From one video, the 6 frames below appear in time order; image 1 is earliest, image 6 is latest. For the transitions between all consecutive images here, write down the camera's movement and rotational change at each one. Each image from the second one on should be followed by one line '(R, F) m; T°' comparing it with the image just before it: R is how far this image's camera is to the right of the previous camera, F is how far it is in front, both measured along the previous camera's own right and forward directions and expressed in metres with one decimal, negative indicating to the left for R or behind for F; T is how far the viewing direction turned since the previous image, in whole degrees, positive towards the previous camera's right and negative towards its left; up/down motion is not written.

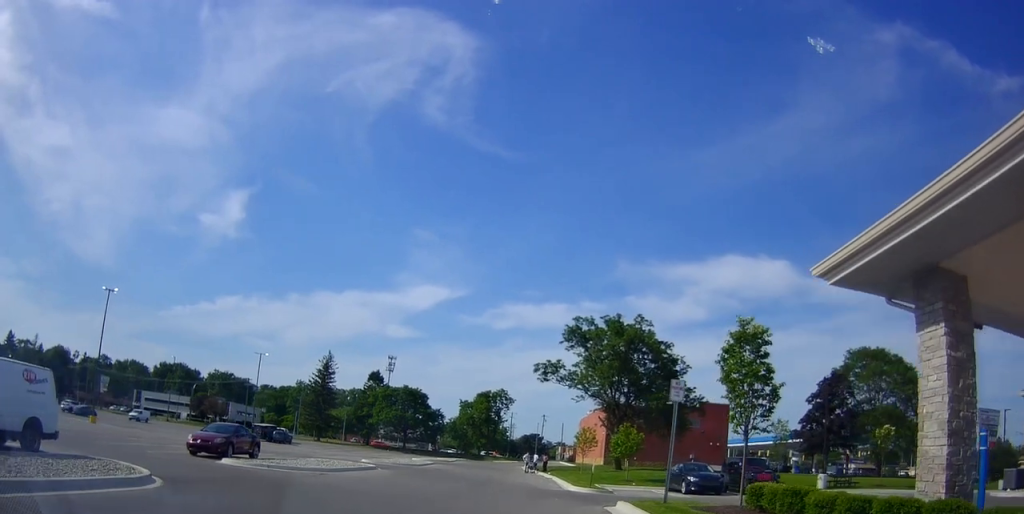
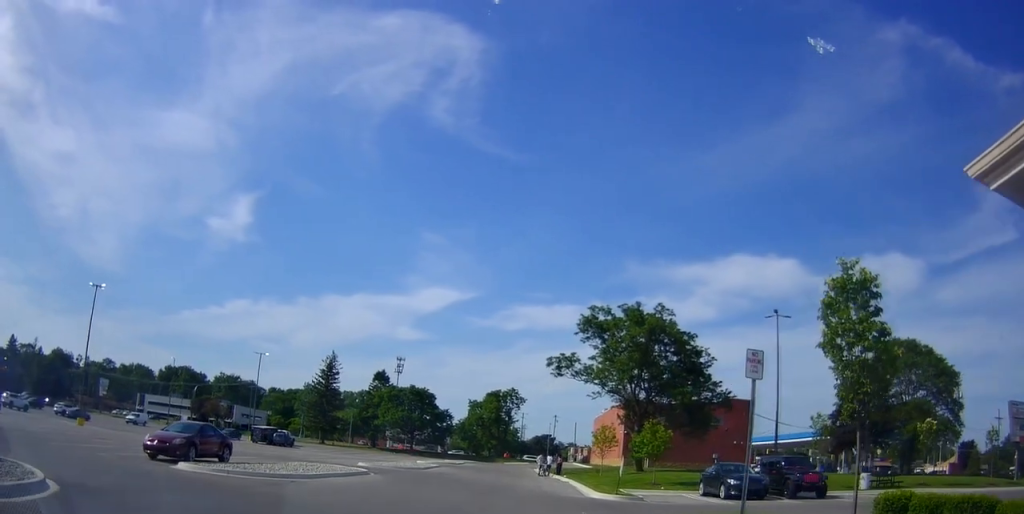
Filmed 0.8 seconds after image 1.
(+0.1, +3.3) m; -8°
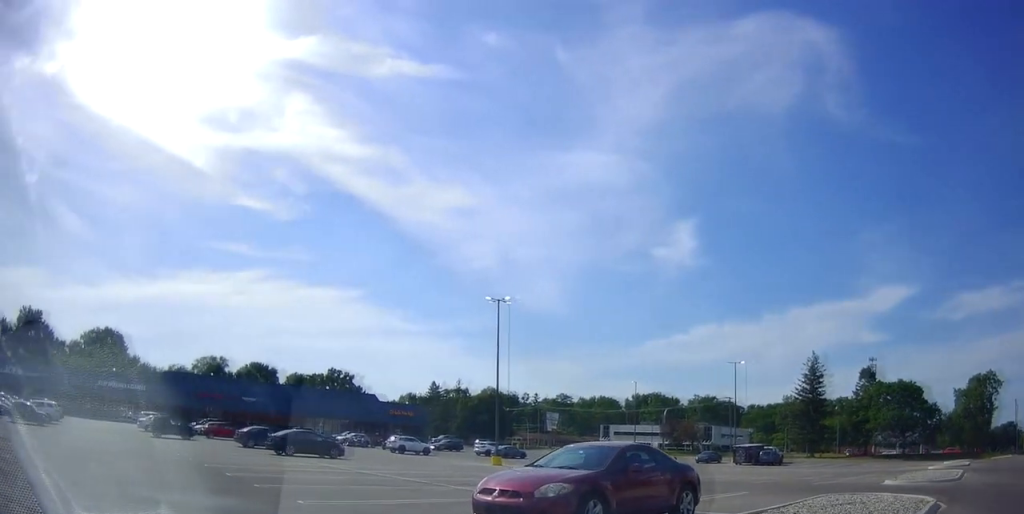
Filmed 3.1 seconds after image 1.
(-3.3, +10.6) m; -41°
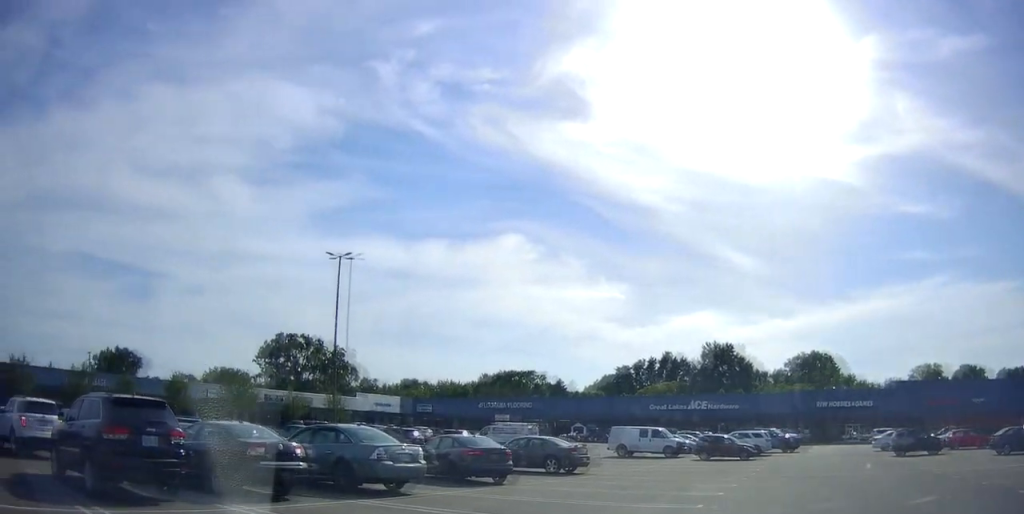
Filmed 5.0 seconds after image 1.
(-4.8, +7.0) m; -79°
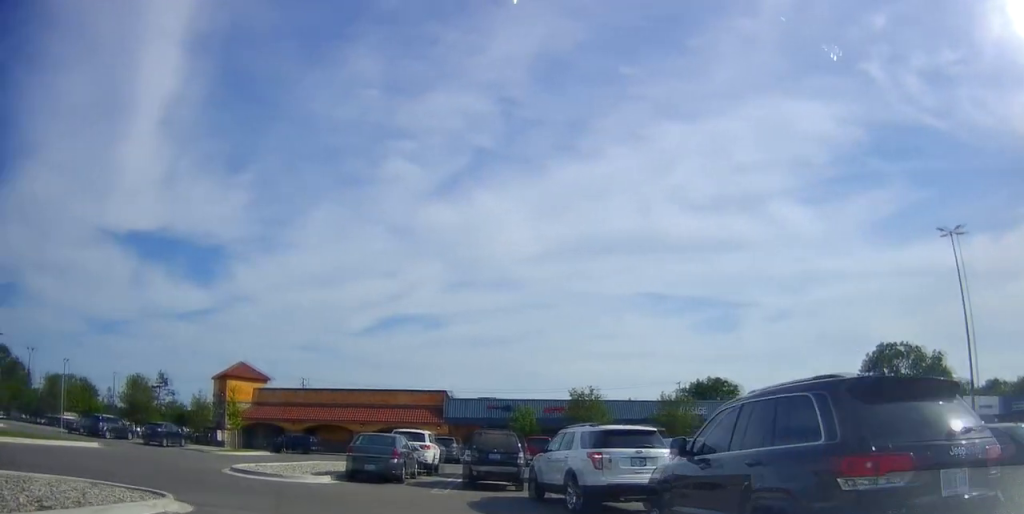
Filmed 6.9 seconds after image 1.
(-3.2, +8.0) m; -22°
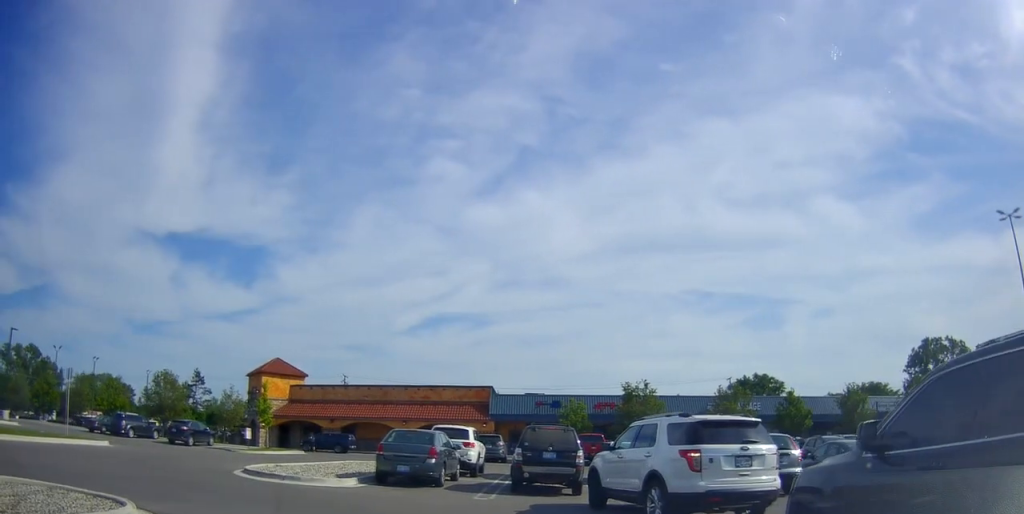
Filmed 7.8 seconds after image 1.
(0.0, +1.8) m; 0°
